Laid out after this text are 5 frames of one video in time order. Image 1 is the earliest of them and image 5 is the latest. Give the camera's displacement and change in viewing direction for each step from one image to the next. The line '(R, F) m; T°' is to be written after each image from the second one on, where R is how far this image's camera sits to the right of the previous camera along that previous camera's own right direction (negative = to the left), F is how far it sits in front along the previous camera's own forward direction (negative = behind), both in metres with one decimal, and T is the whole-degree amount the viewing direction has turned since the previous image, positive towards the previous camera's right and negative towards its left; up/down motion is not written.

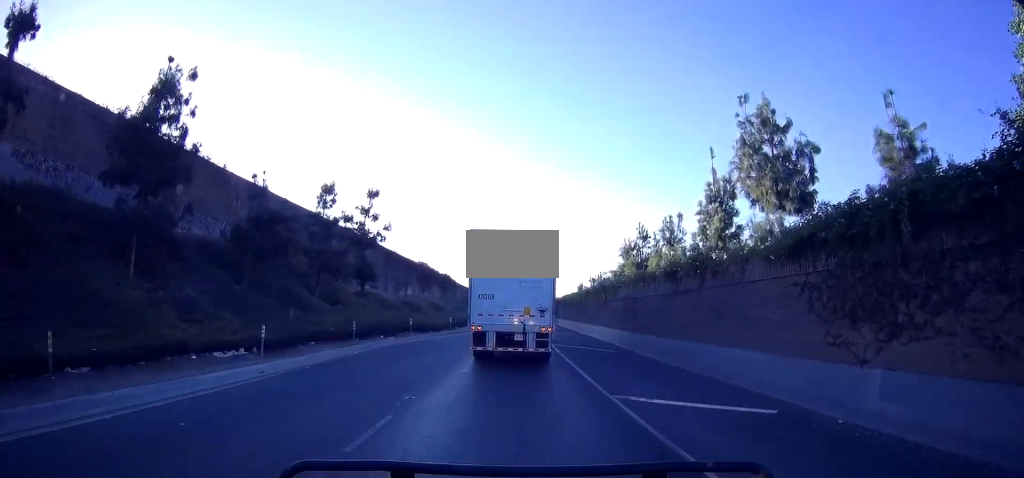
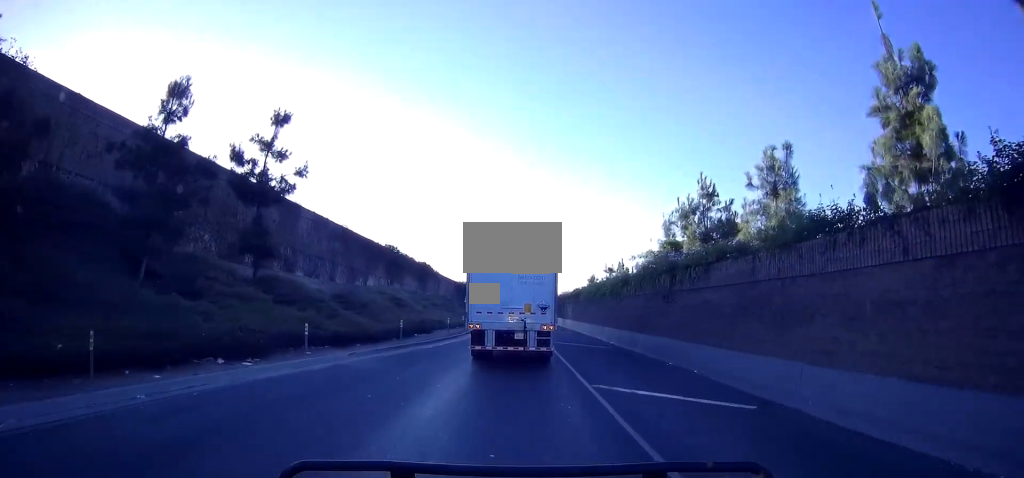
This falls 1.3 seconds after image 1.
(0.0, +14.3) m; 0°
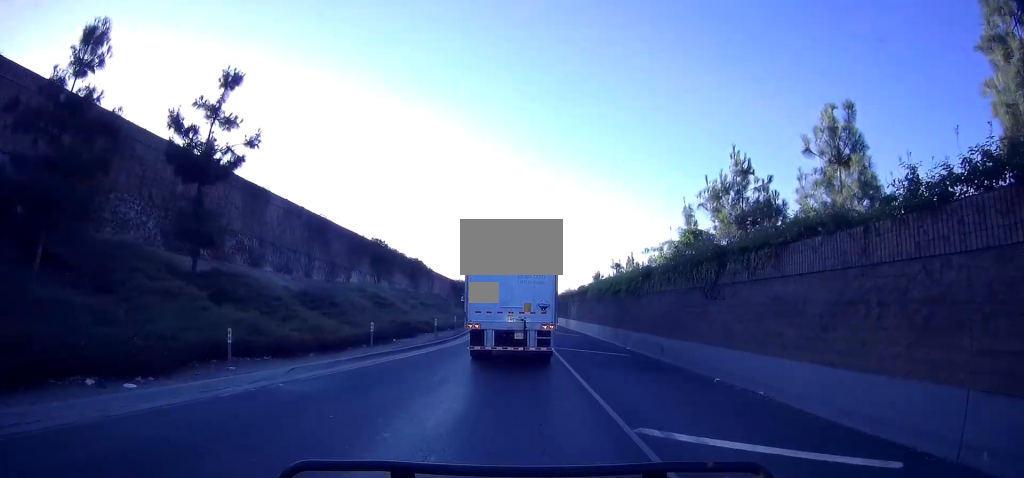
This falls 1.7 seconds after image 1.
(0.0, +4.3) m; 0°
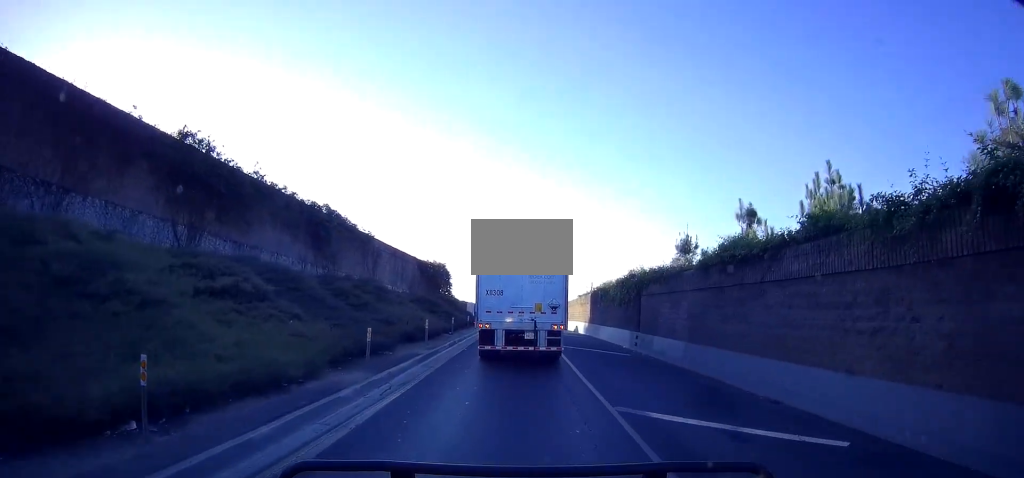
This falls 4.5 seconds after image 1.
(+0.2, +27.9) m; 0°
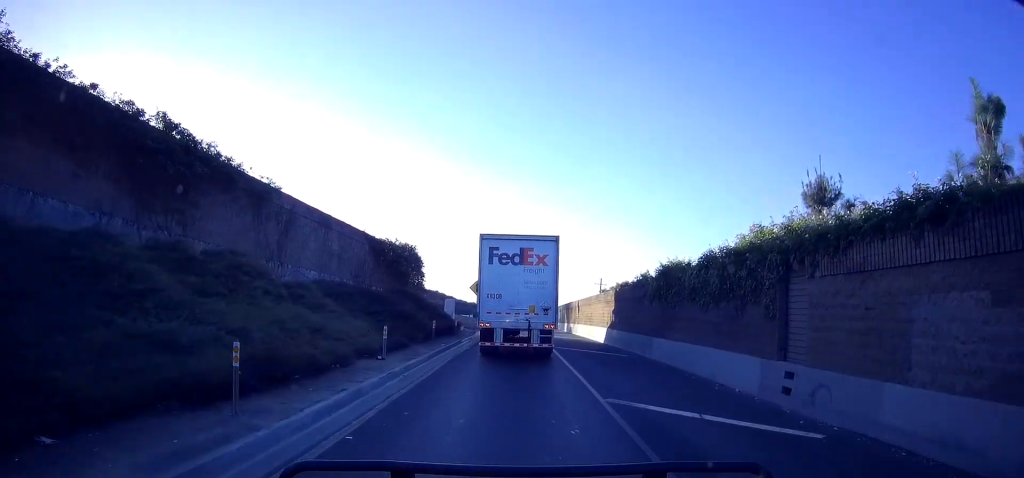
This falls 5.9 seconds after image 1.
(+0.2, +13.9) m; -1°
